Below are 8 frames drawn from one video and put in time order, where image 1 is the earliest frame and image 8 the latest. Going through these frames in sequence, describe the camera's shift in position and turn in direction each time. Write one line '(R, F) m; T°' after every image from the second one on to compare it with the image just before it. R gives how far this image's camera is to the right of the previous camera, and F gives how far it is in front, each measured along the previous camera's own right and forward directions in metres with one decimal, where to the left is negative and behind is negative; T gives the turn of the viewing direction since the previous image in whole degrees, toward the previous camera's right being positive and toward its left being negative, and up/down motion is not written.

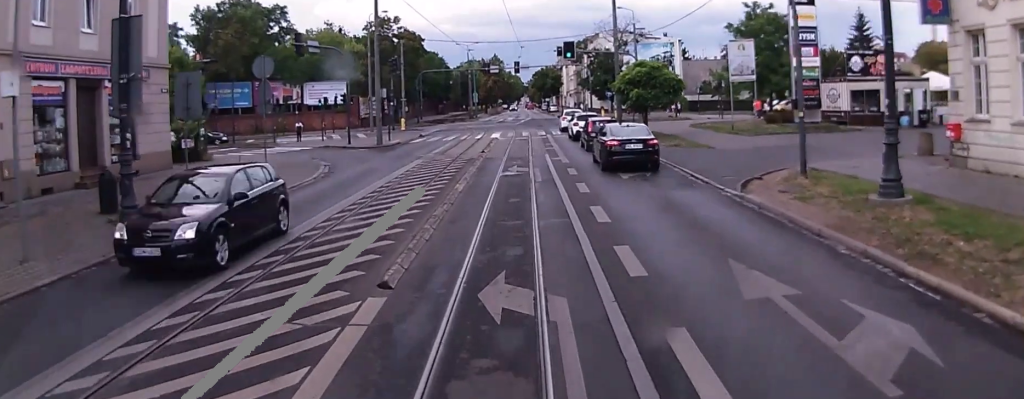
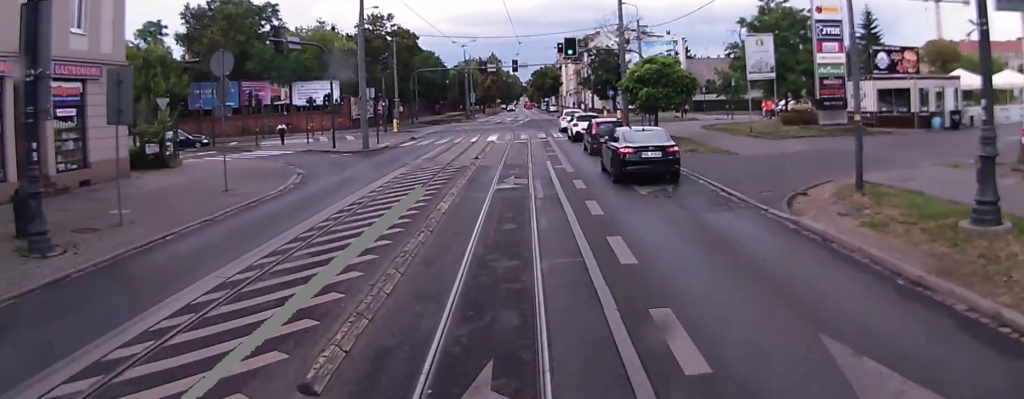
(-0.1, +3.7) m; -1°
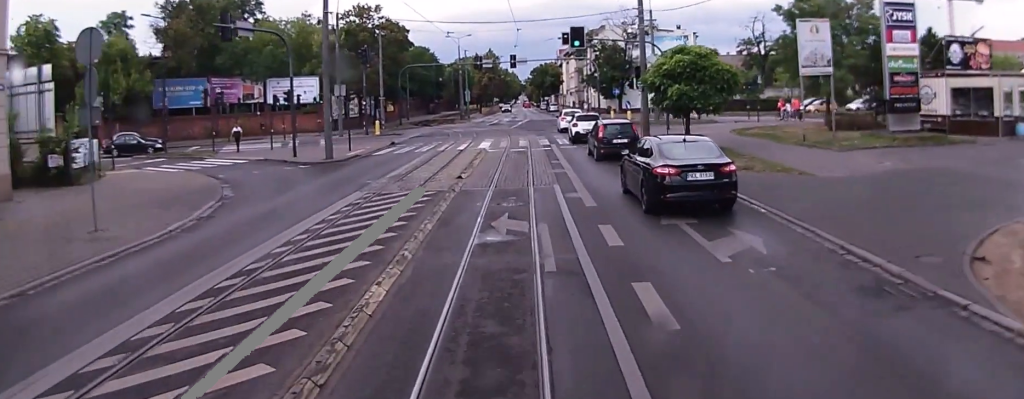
(0.0, +7.5) m; 0°
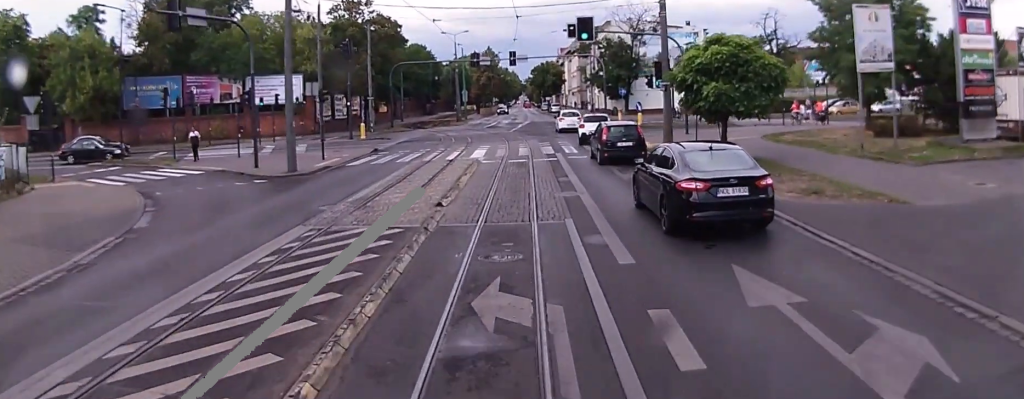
(0.0, +5.5) m; 0°
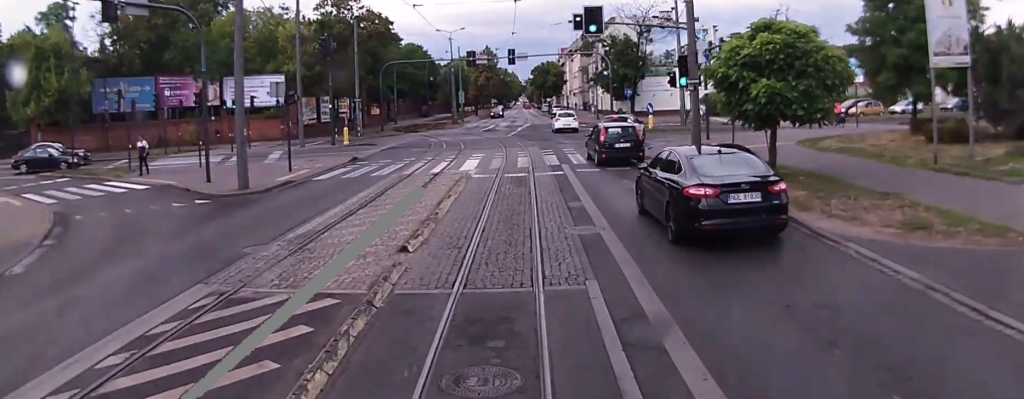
(0.0, +4.7) m; 0°
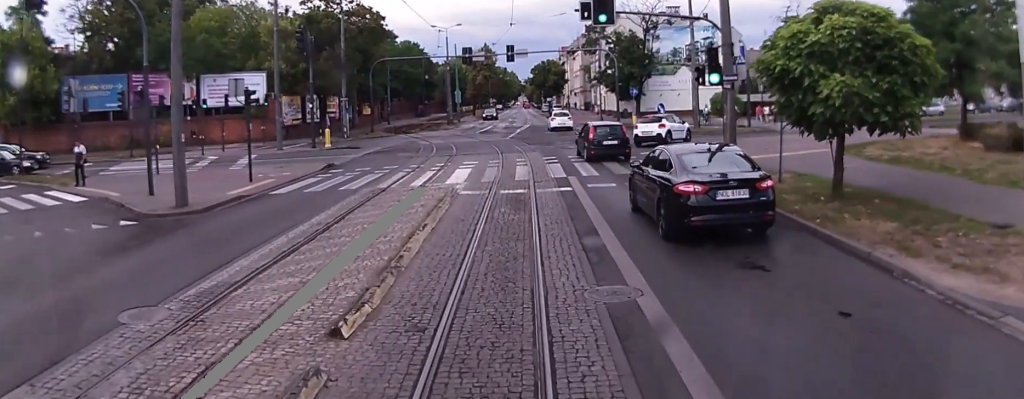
(0.0, +4.5) m; -2°
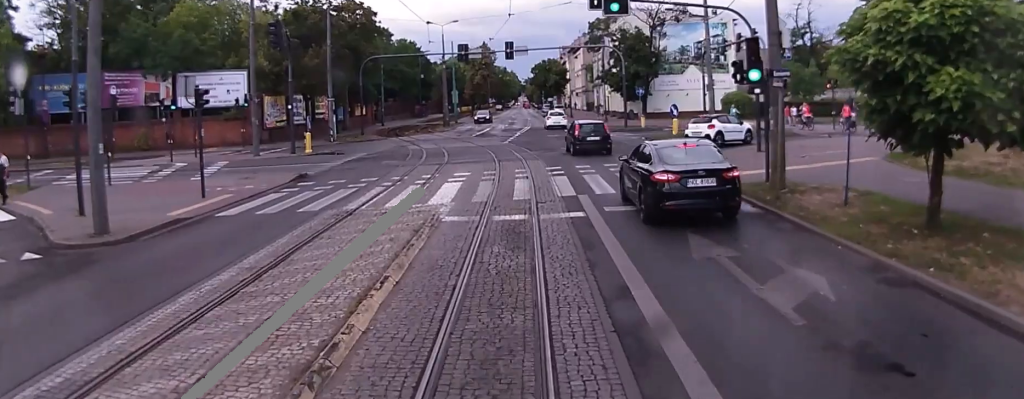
(-0.1, +4.5) m; -2°
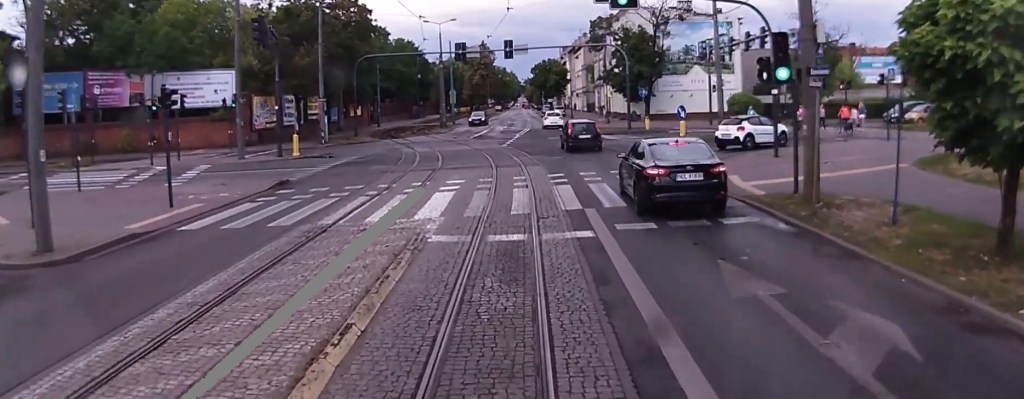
(0.0, +2.2) m; 0°
